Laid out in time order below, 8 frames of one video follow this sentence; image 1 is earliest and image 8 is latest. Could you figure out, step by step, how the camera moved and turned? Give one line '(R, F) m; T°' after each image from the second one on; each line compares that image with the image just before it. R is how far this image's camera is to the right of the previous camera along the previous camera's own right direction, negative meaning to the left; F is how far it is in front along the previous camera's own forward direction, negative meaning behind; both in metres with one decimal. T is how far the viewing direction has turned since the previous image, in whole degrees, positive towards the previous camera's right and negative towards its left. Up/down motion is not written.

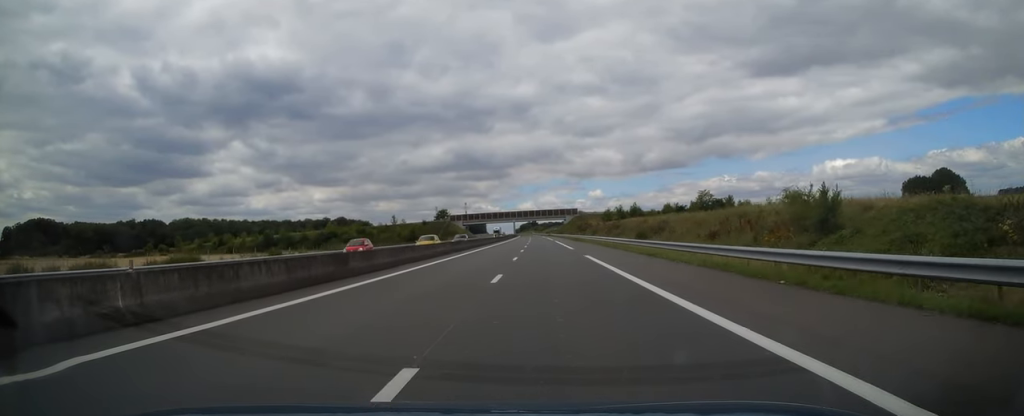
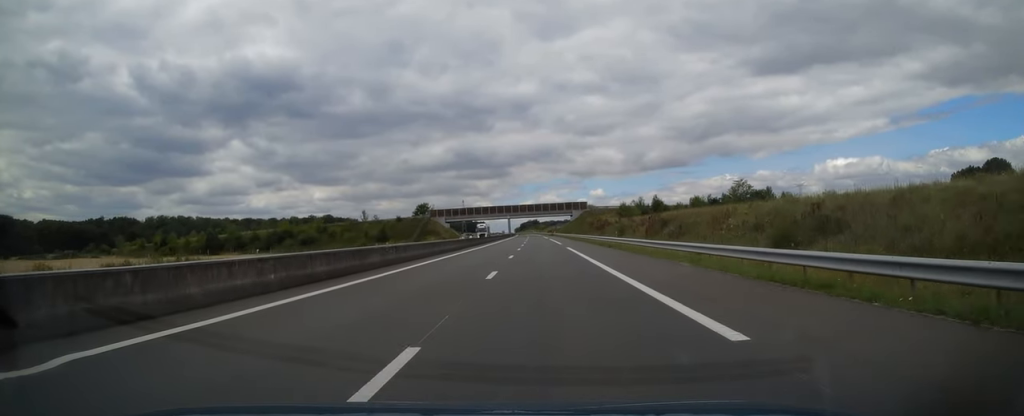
(-0.4, +37.9) m; 0°
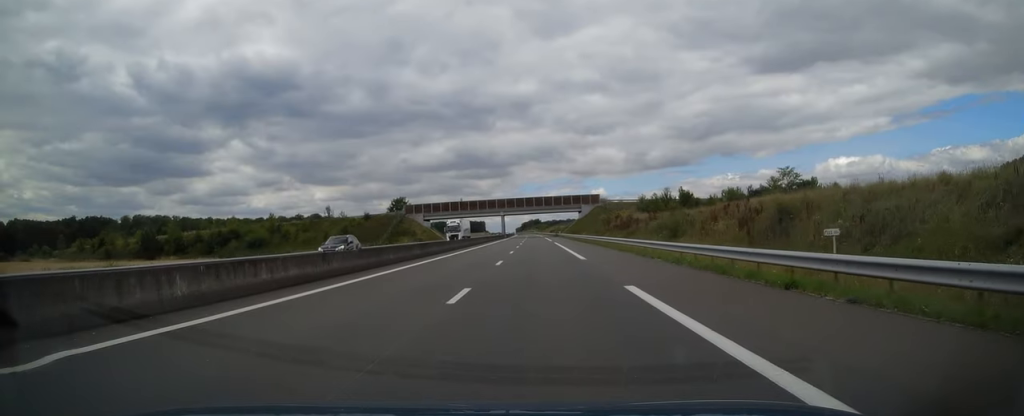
(+0.4, +31.6) m; 0°
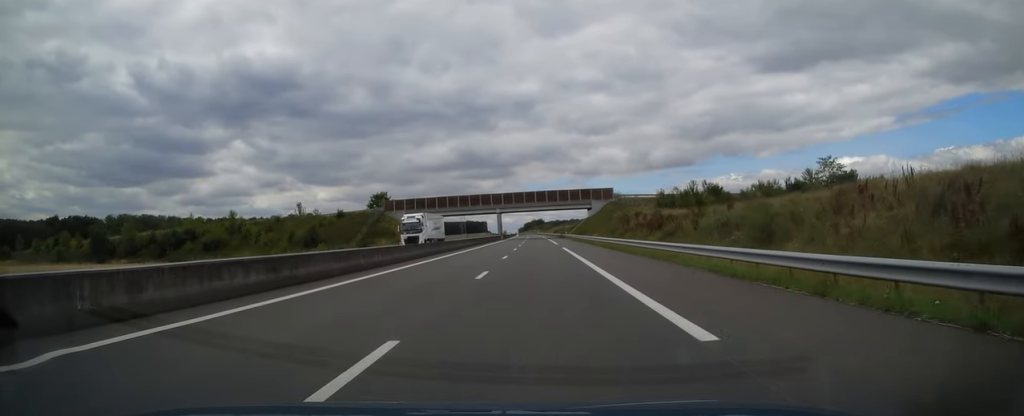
(-0.1, +19.9) m; 0°
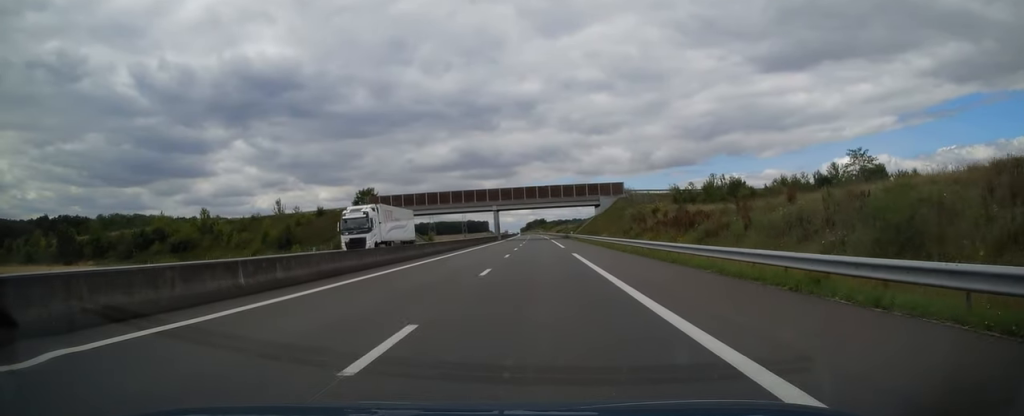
(-0.1, +11.7) m; 0°
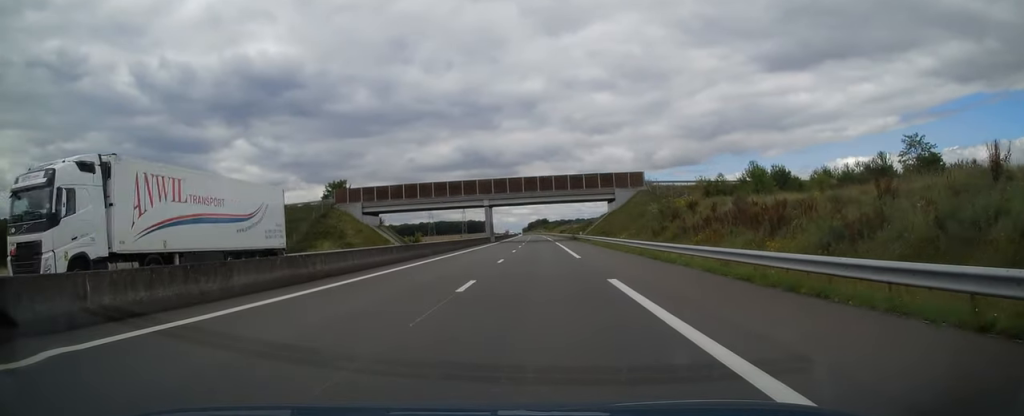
(-0.1, +18.0) m; -1°
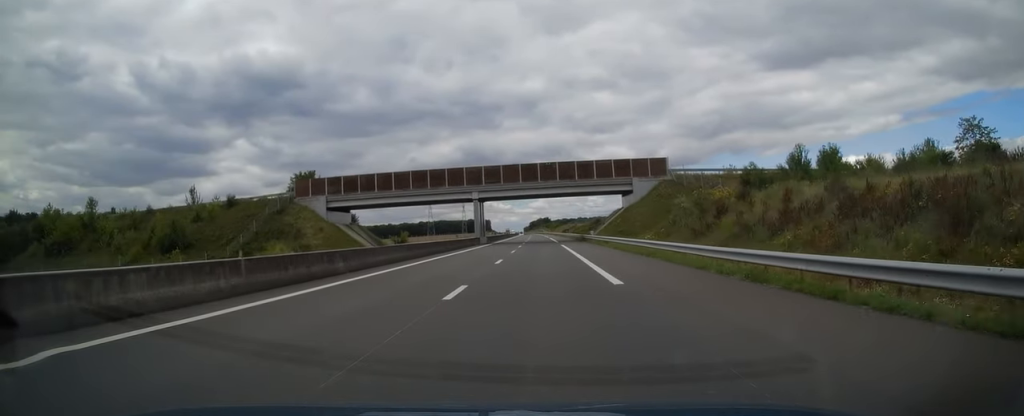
(+0.1, +14.6) m; 0°
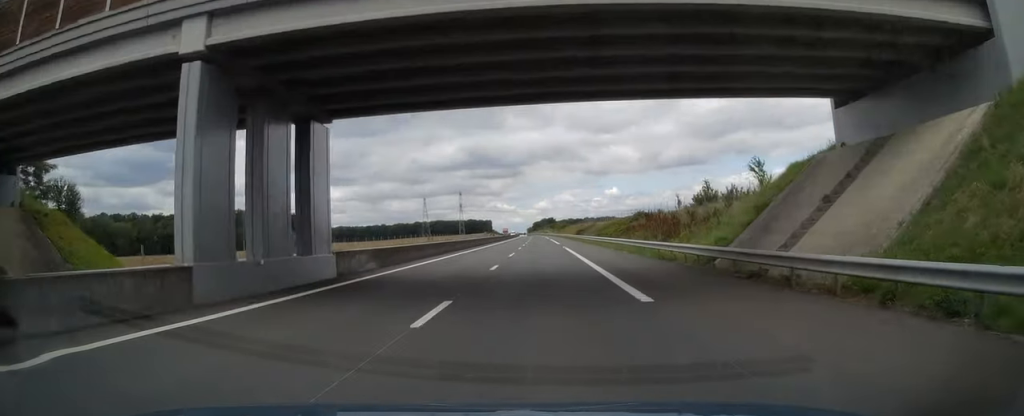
(-0.1, +54.9) m; 0°
